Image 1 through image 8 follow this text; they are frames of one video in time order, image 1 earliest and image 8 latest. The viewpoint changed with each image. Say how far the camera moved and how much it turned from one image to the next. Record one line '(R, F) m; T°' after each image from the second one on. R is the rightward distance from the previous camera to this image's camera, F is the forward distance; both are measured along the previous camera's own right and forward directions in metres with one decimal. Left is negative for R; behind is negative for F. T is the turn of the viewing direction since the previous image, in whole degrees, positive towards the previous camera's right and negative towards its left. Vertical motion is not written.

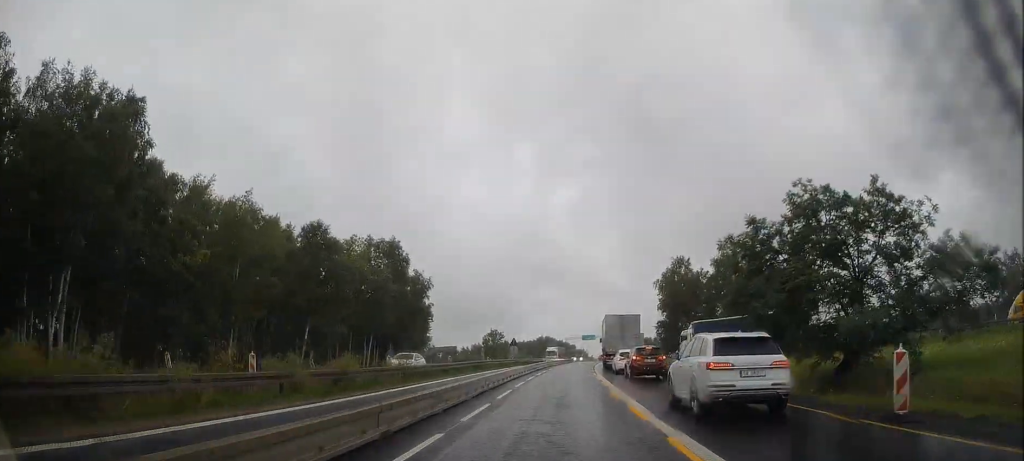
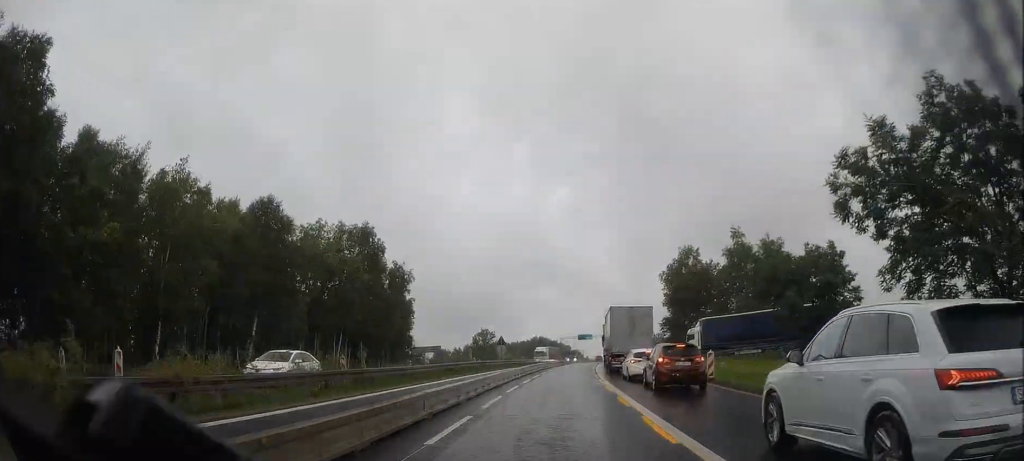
(0.0, +9.0) m; 0°
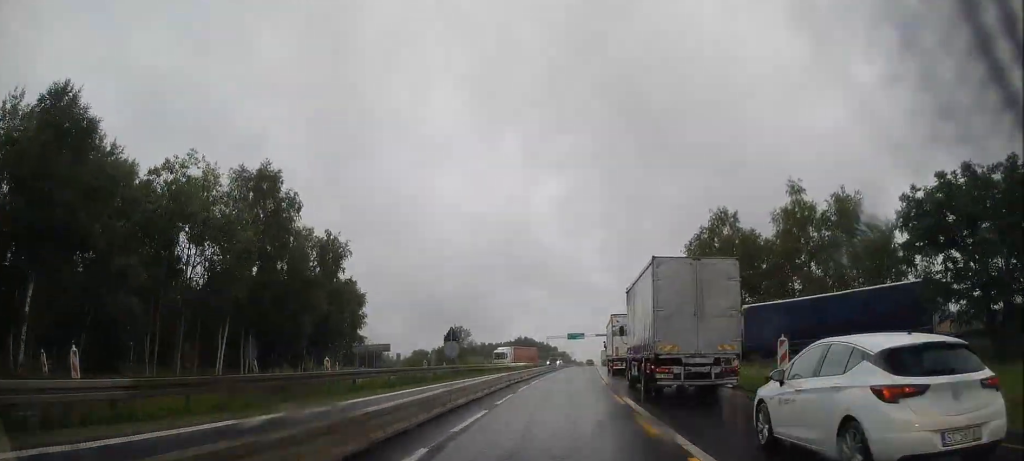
(+0.1, +22.2) m; +1°
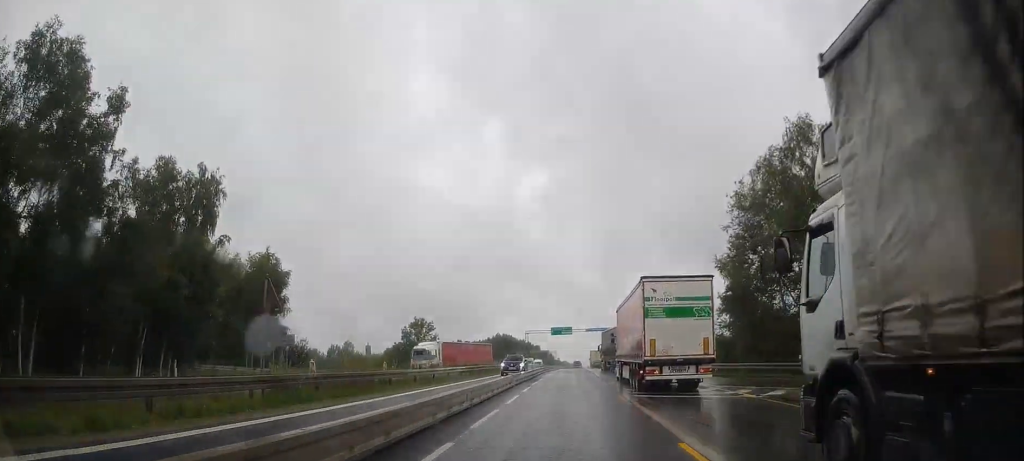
(+0.4, +23.3) m; +2°
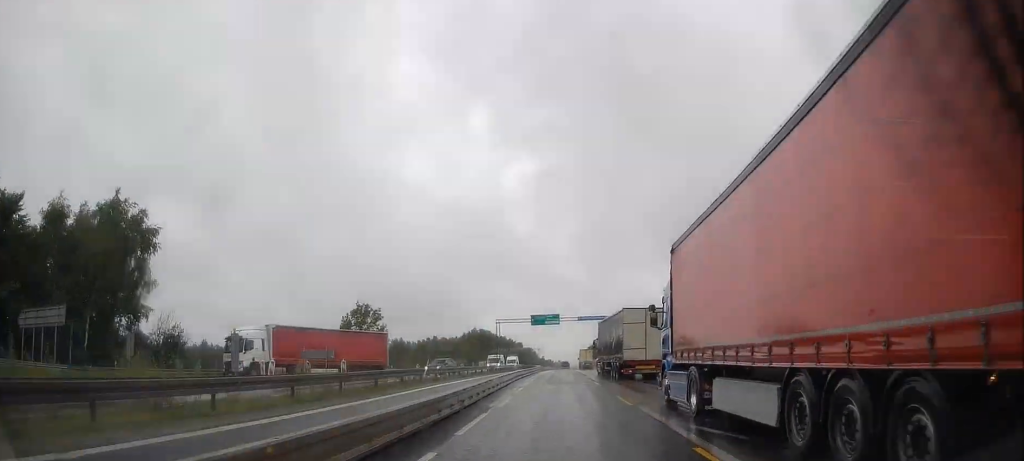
(+0.3, +25.1) m; +1°
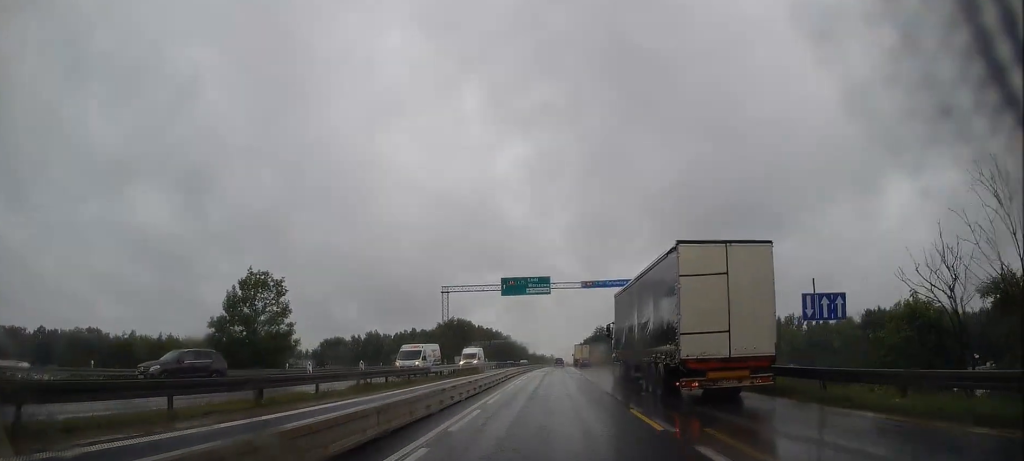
(+0.3, +29.1) m; +1°
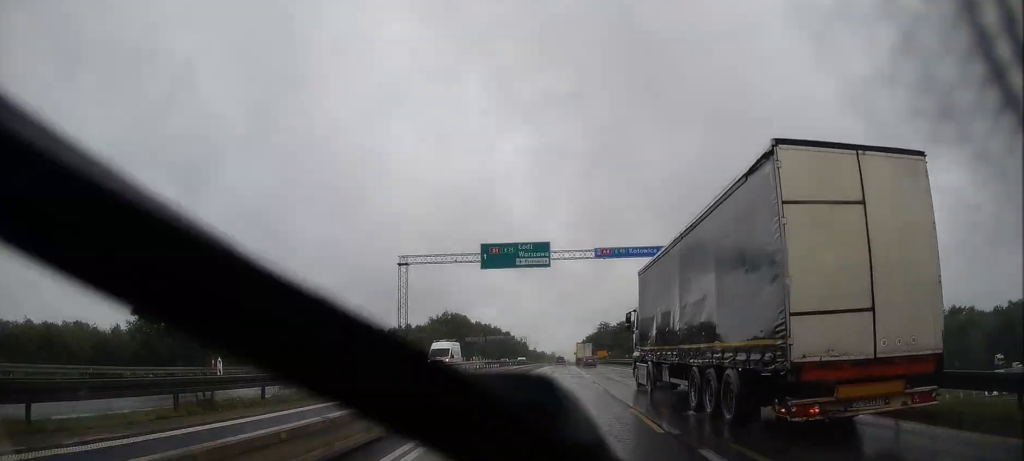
(+0.1, +11.7) m; 0°
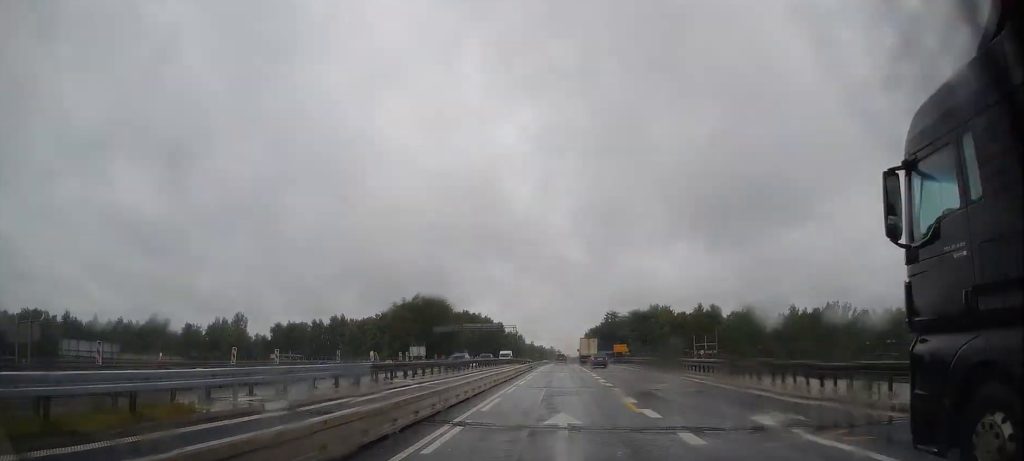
(-0.3, +31.6) m; 0°
